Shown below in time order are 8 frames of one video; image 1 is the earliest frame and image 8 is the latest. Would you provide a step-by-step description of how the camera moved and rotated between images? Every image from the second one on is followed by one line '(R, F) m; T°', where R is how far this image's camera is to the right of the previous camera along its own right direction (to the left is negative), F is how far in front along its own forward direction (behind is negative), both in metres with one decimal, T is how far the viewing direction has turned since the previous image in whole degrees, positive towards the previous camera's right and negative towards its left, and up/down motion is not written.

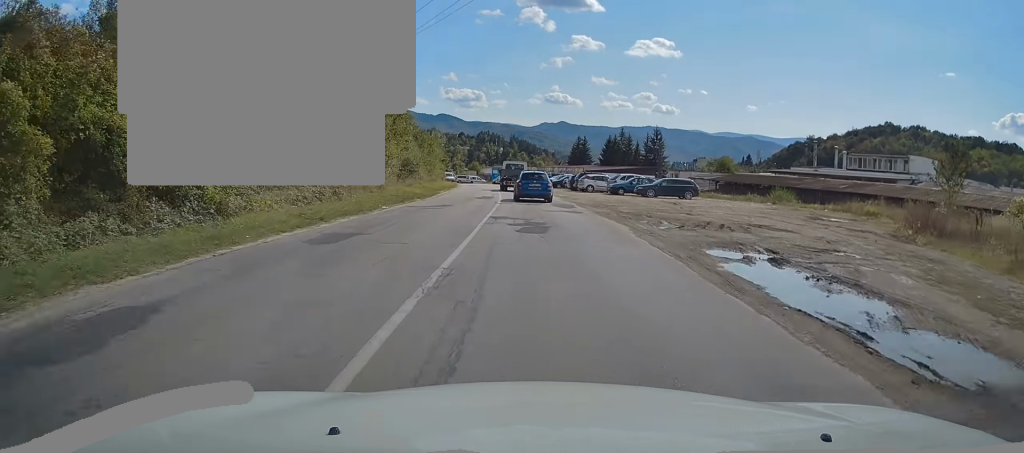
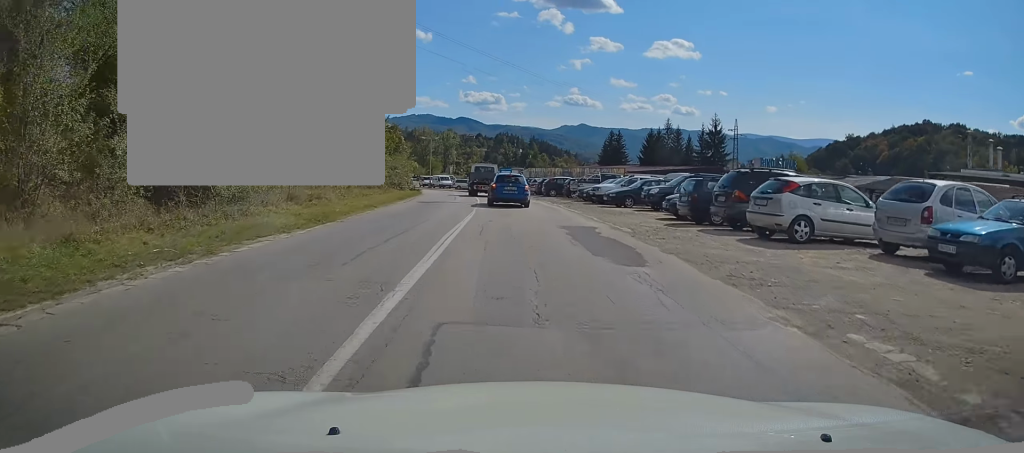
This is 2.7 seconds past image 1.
(-0.6, +38.1) m; -2°
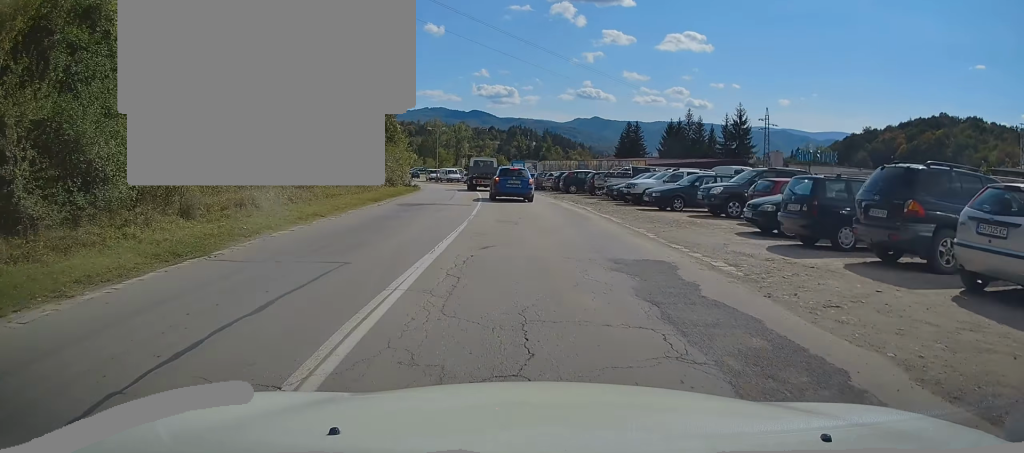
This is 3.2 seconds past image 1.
(-0.1, +7.4) m; -1°
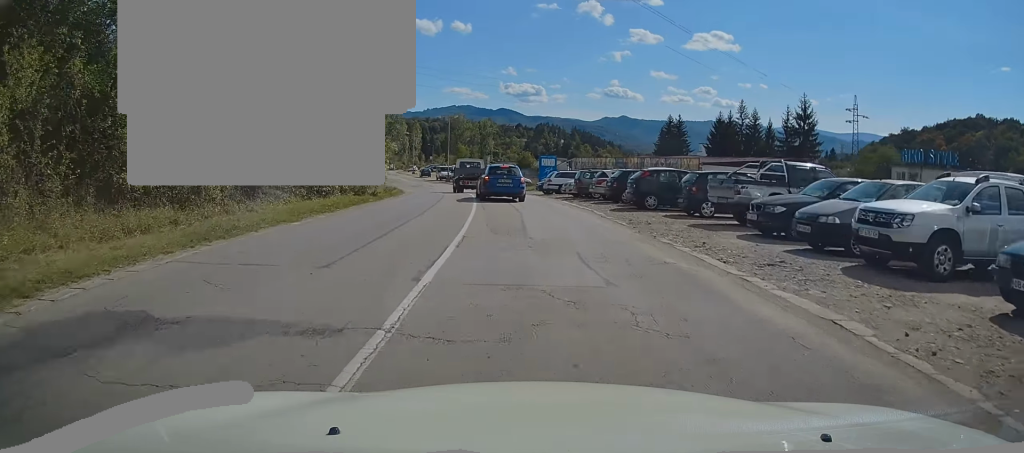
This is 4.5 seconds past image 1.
(-0.2, +19.0) m; -2°
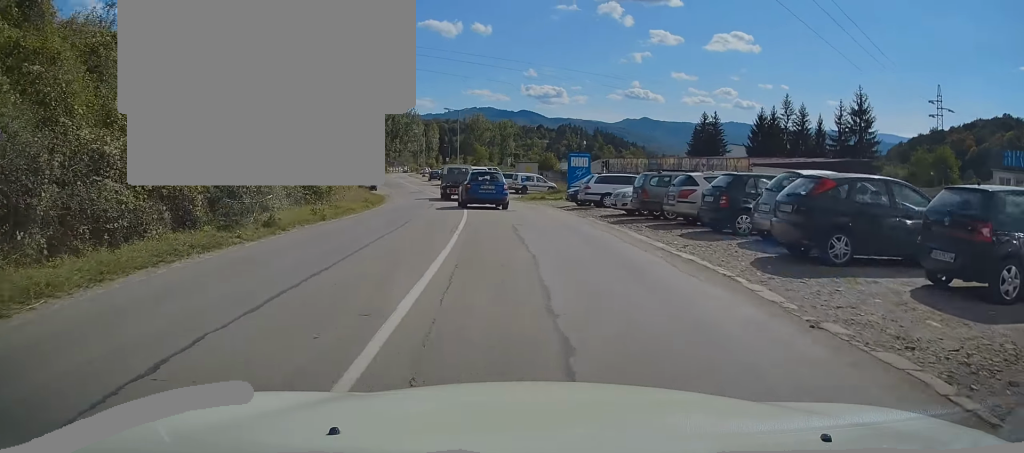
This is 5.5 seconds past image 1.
(-0.2, +12.7) m; -2°
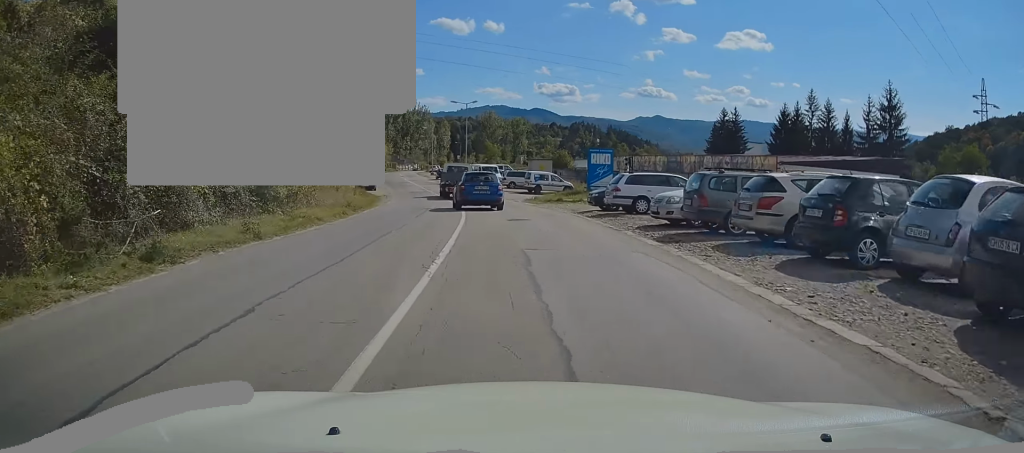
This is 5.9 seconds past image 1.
(+0.1, +5.4) m; -1°
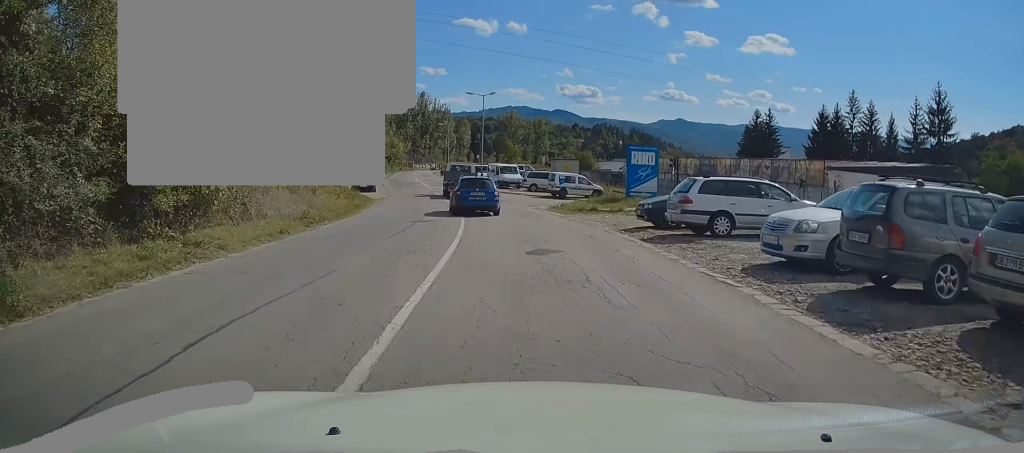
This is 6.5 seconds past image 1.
(-0.1, +7.3) m; -2°
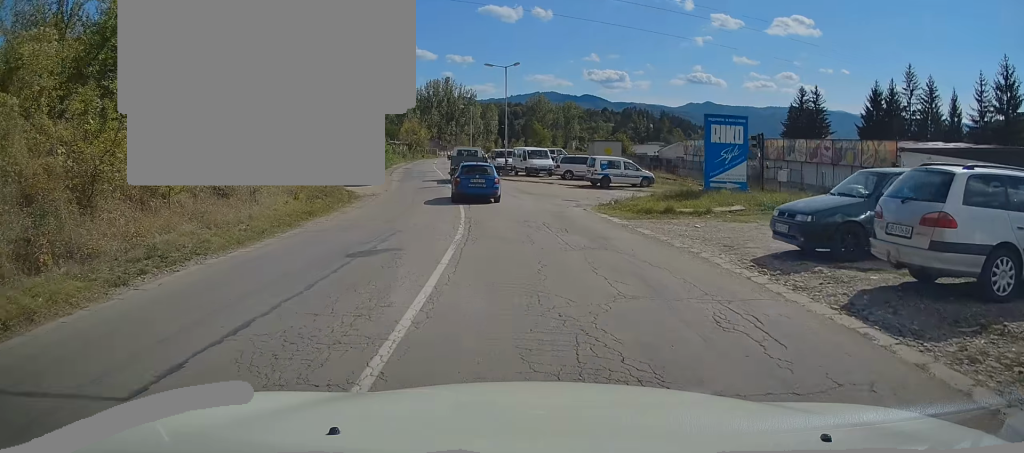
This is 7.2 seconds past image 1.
(-0.3, +9.4) m; -3°
